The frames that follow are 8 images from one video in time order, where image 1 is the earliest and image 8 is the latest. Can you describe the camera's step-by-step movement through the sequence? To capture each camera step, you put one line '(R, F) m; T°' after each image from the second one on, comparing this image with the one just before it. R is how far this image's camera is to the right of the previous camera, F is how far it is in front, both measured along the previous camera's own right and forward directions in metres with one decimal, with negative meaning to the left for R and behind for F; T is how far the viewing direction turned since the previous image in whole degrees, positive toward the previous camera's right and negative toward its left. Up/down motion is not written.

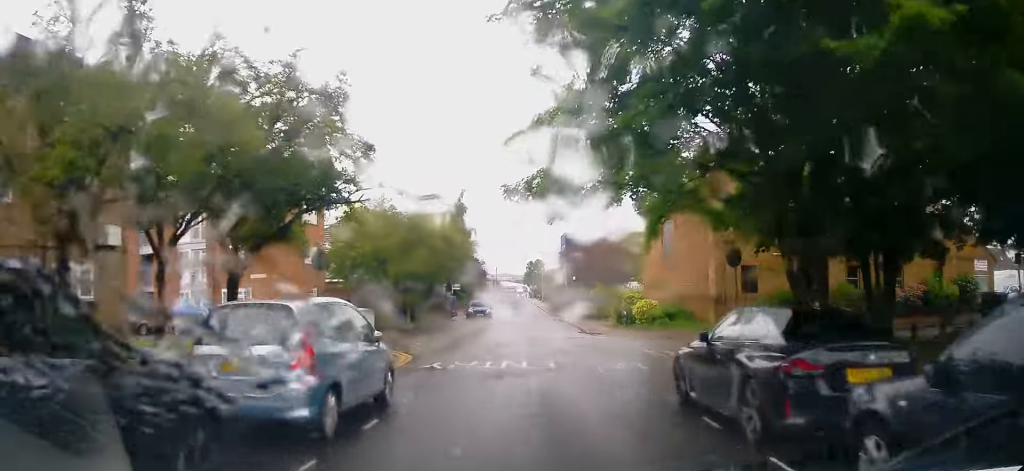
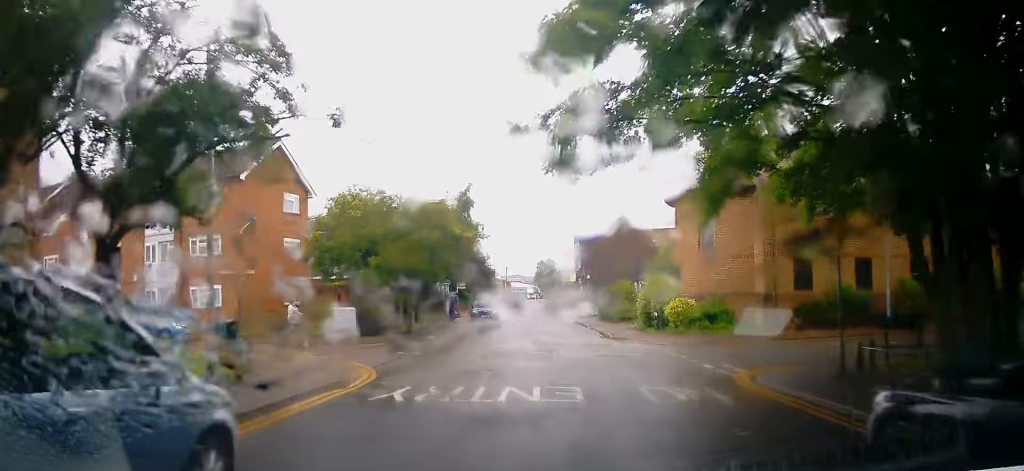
(0.0, +4.9) m; 0°
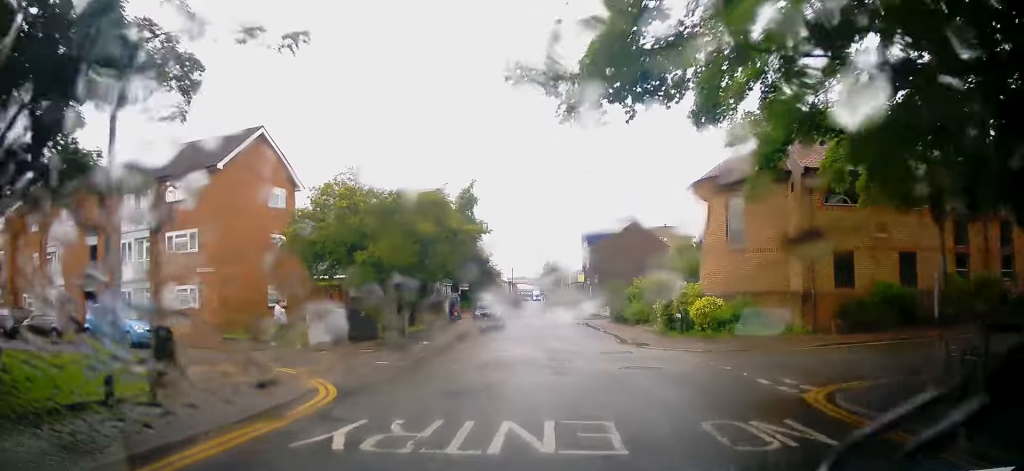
(0.0, +2.9) m; -1°
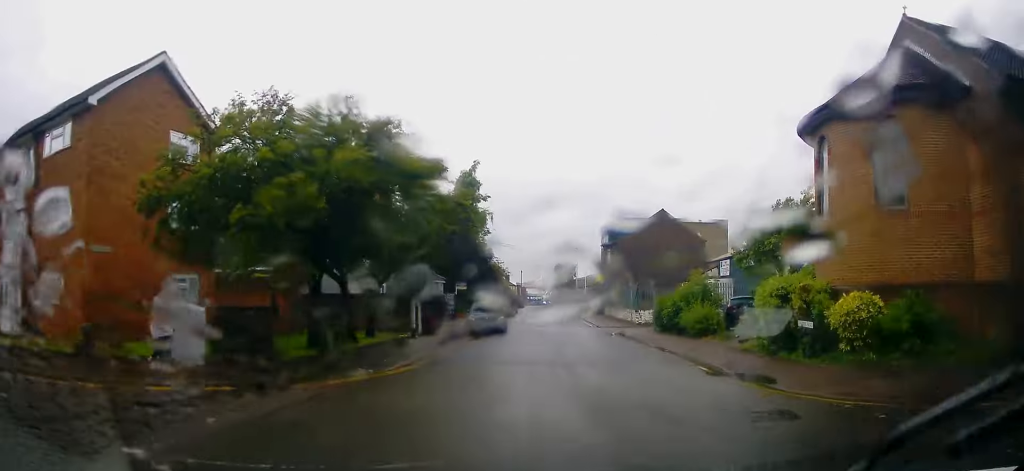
(-0.1, +10.1) m; +1°
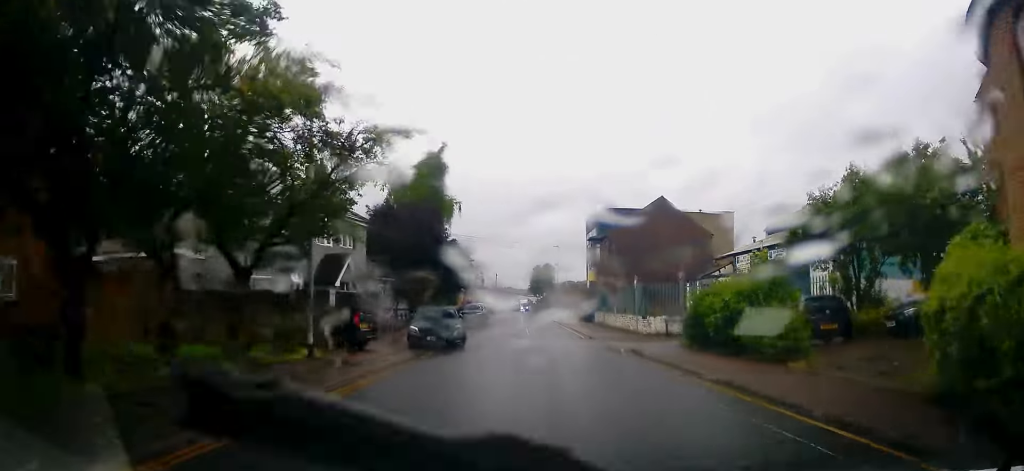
(+0.1, +8.8) m; 0°
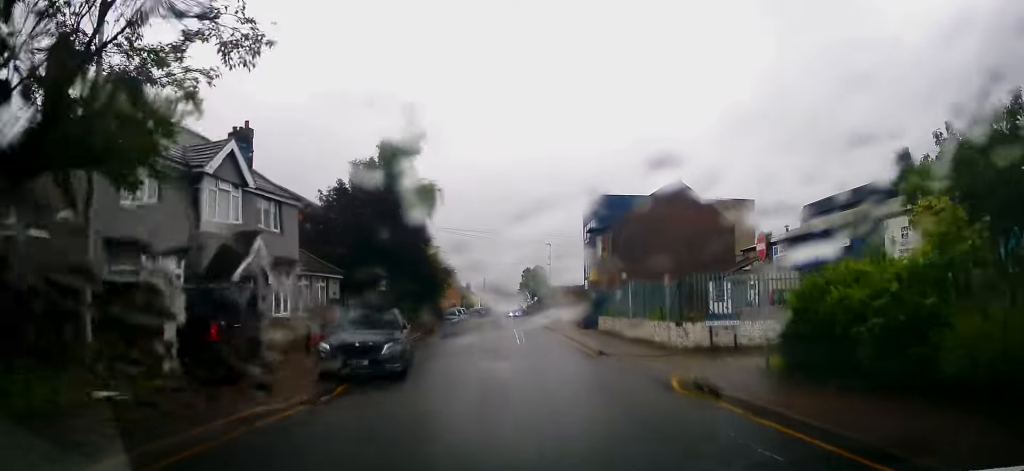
(-0.1, +8.0) m; +1°
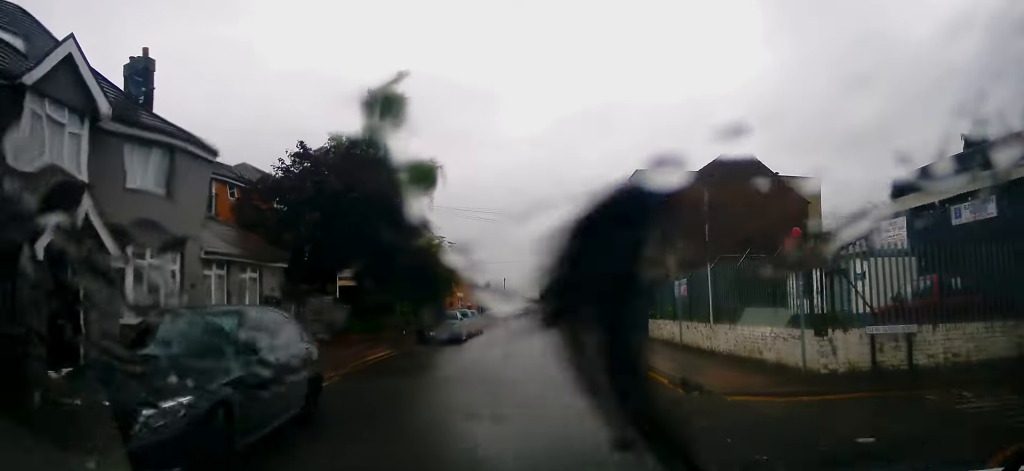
(+0.2, +8.6) m; -1°
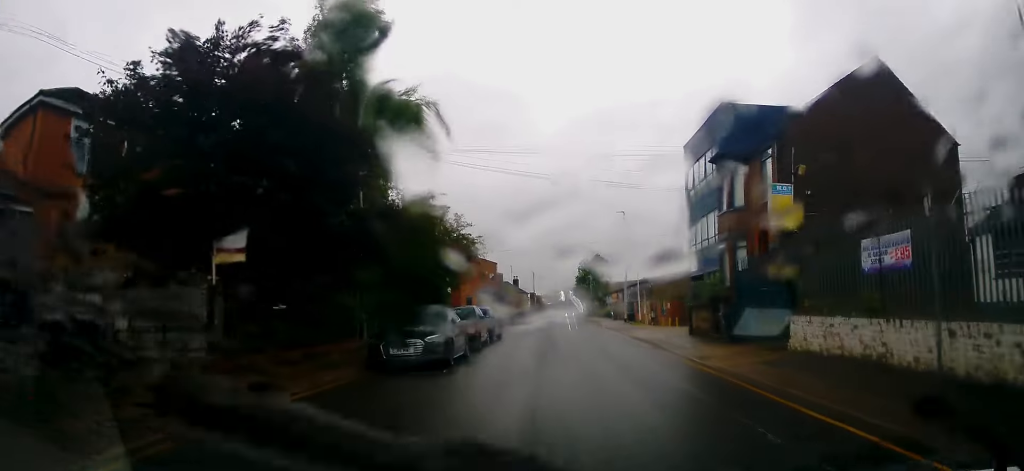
(-0.5, +11.4) m; -3°
